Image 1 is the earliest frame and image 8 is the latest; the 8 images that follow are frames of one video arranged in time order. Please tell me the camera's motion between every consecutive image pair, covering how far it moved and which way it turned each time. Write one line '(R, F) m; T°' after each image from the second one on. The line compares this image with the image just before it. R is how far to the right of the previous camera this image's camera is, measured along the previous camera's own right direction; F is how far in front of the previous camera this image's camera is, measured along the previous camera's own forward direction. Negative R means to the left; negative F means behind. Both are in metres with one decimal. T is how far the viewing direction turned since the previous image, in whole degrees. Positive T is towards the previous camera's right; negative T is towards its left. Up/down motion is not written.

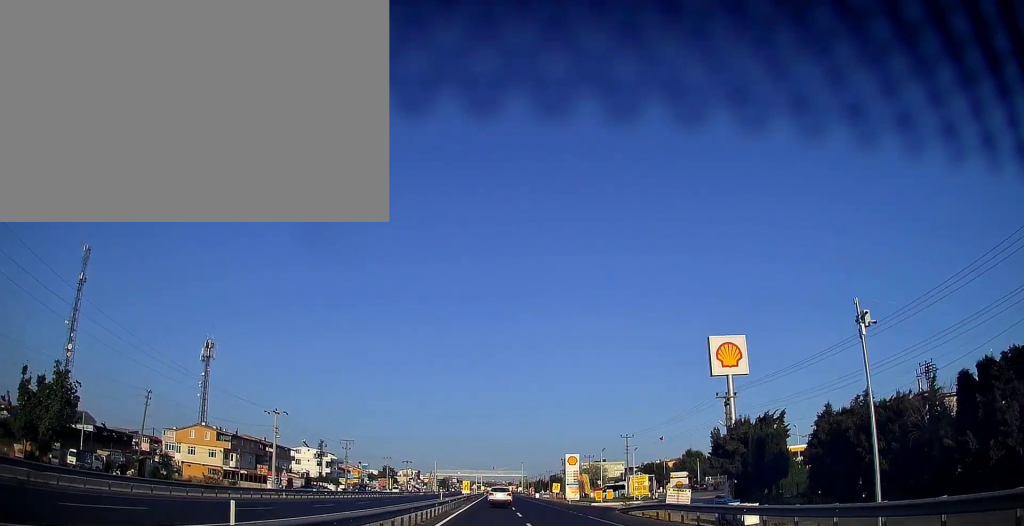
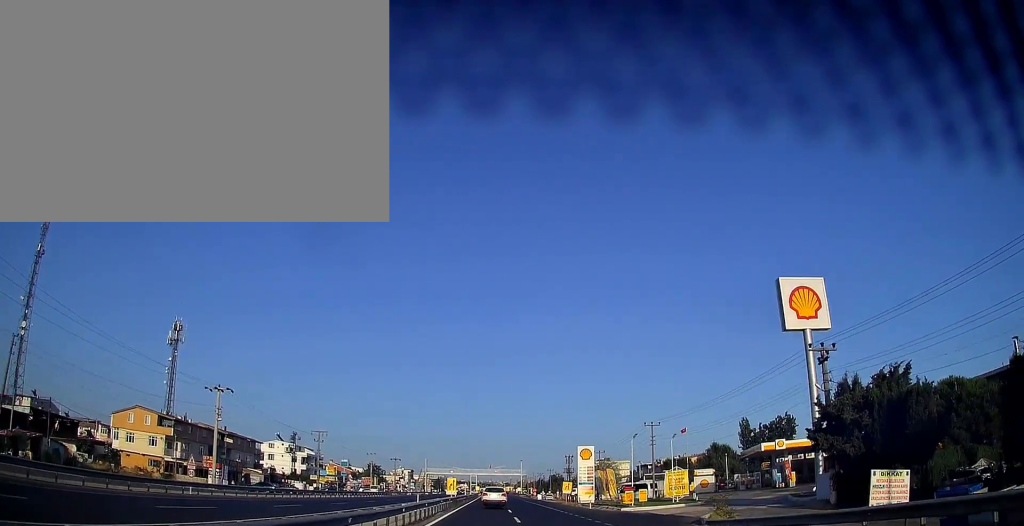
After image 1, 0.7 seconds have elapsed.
(+0.1, +16.8) m; +1°
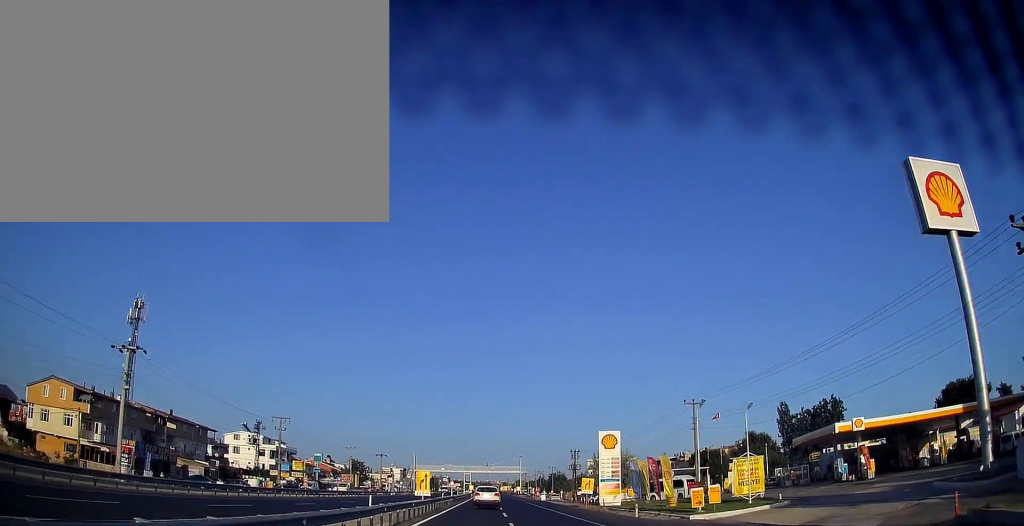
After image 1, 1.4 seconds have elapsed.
(+0.1, +18.2) m; +1°
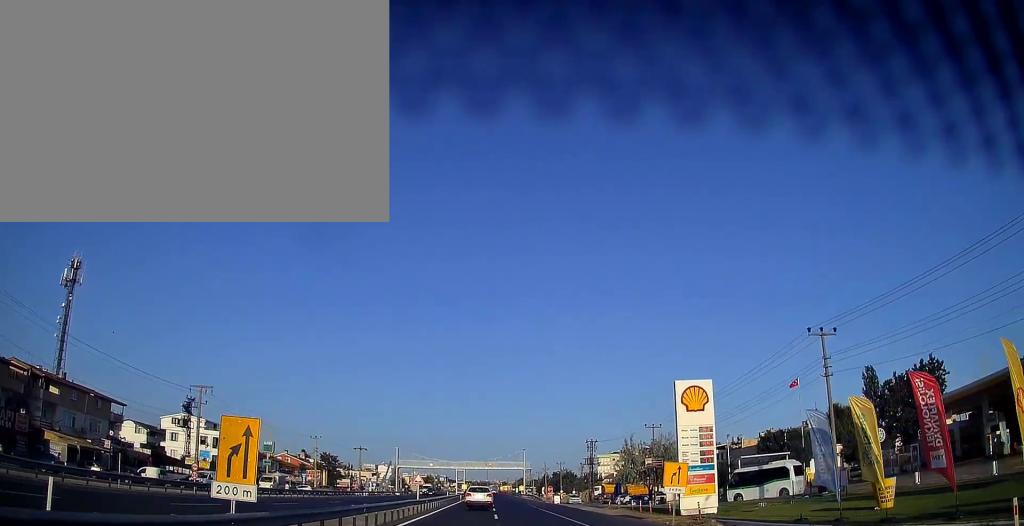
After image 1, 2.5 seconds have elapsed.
(+0.1, +26.6) m; 0°
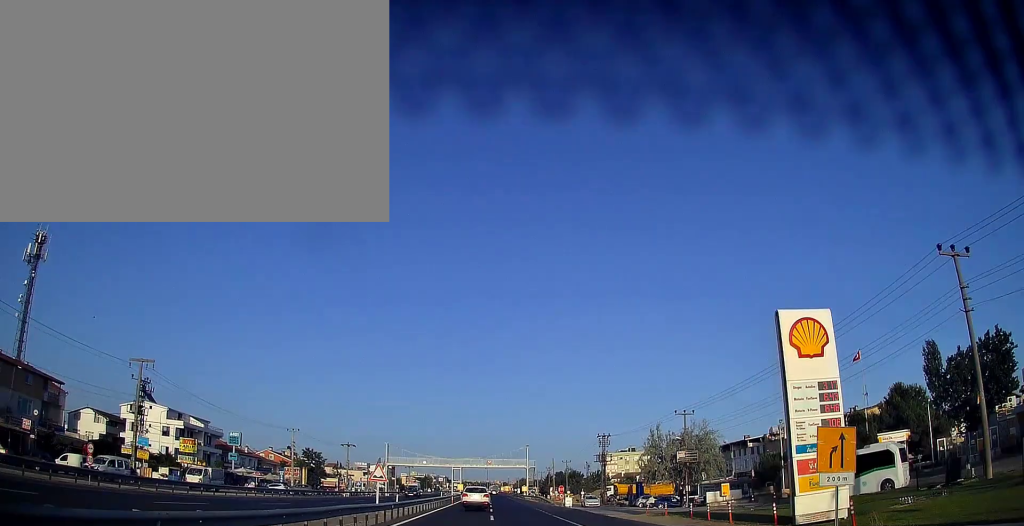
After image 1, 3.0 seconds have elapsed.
(-0.2, +11.8) m; 0°
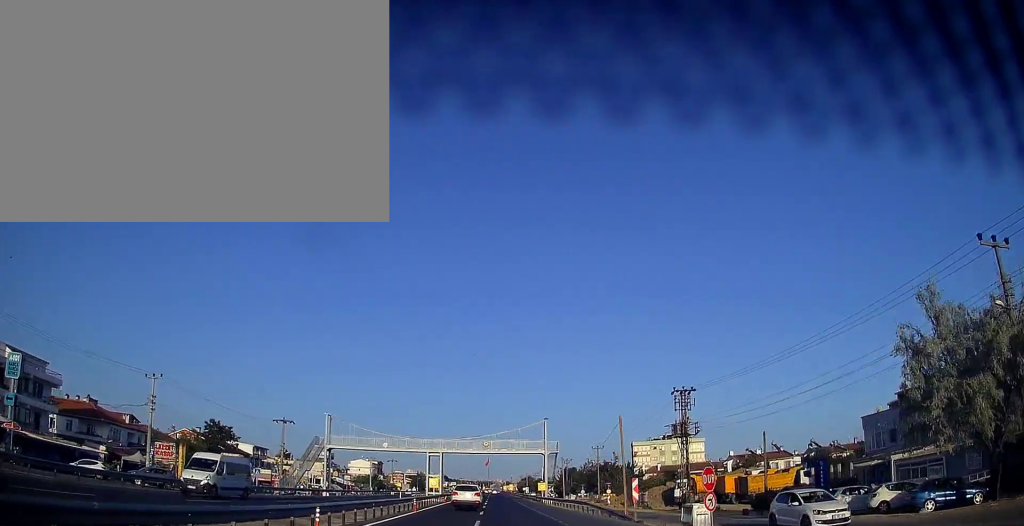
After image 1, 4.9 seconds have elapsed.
(-0.2, +43.4) m; -1°
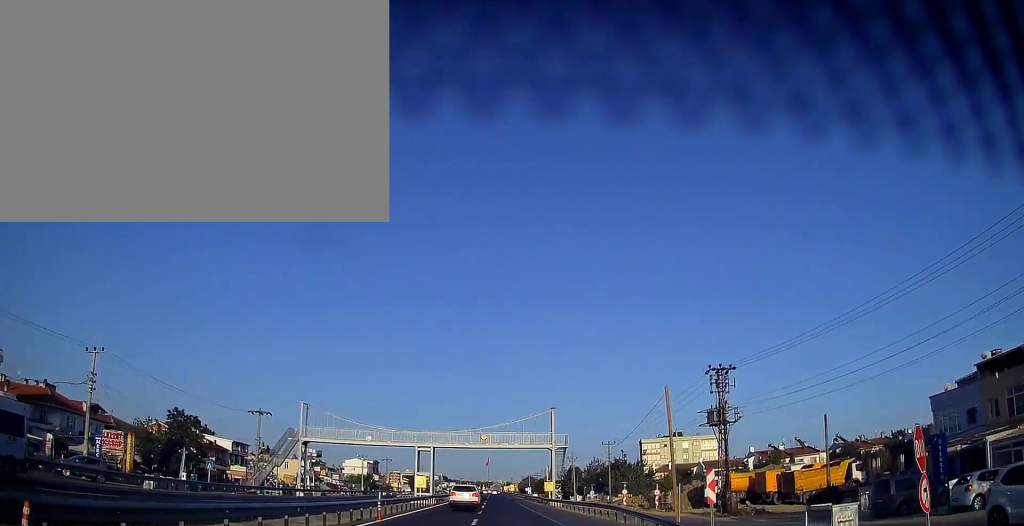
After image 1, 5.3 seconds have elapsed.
(0.0, +9.9) m; 0°
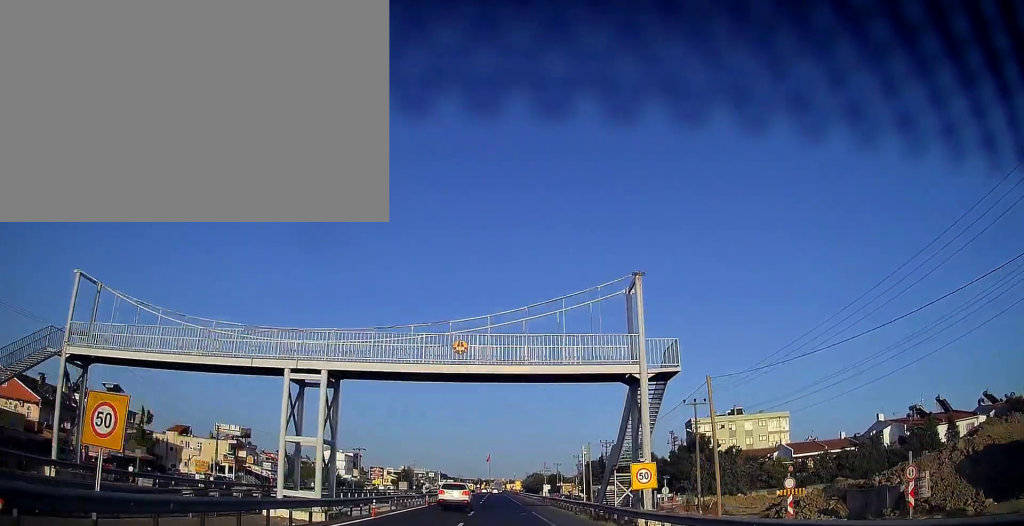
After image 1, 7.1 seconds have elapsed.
(-0.2, +38.4) m; 0°
